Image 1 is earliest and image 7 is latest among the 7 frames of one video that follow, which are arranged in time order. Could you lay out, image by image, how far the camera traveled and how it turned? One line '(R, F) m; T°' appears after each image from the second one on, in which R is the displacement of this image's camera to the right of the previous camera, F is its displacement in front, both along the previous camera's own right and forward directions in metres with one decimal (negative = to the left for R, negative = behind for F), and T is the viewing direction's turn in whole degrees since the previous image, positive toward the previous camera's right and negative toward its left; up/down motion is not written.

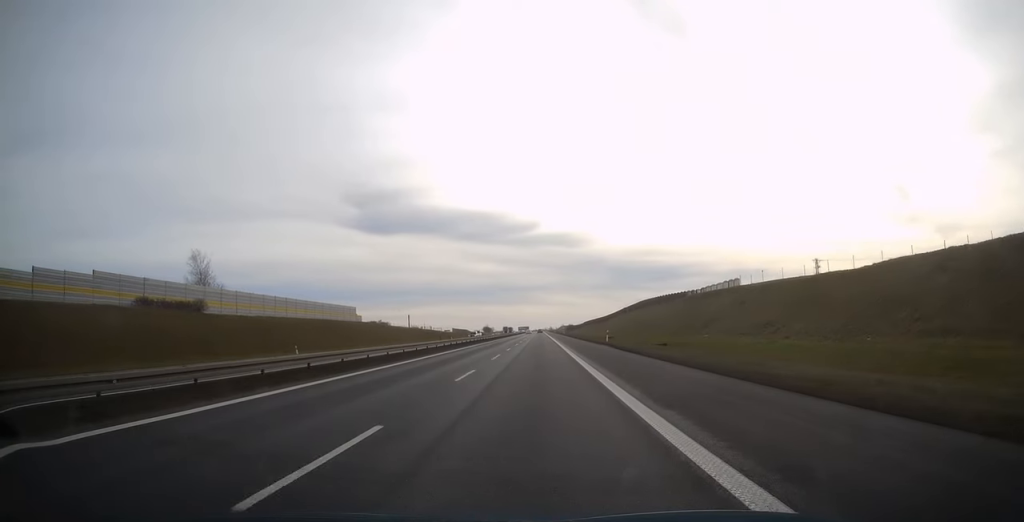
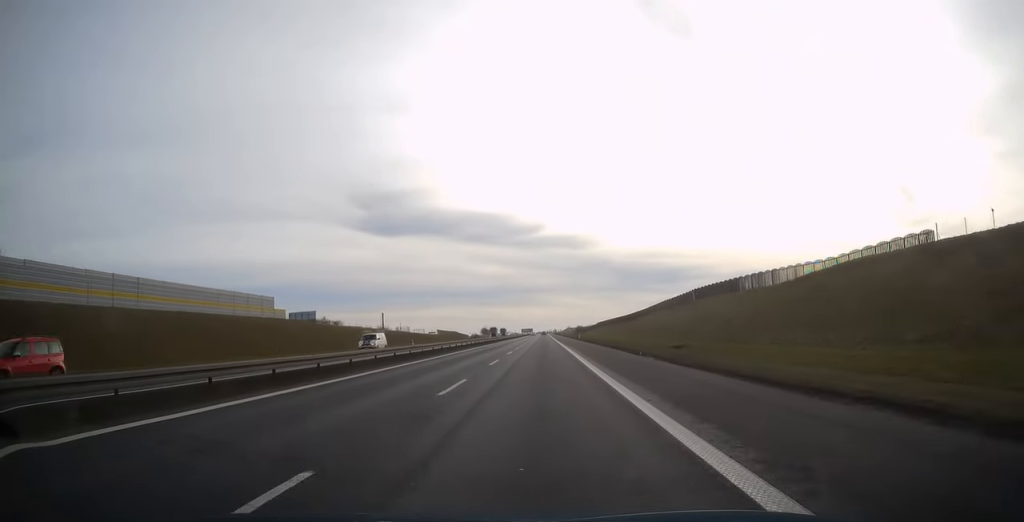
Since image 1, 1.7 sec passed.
(-0.9, +51.4) m; -1°
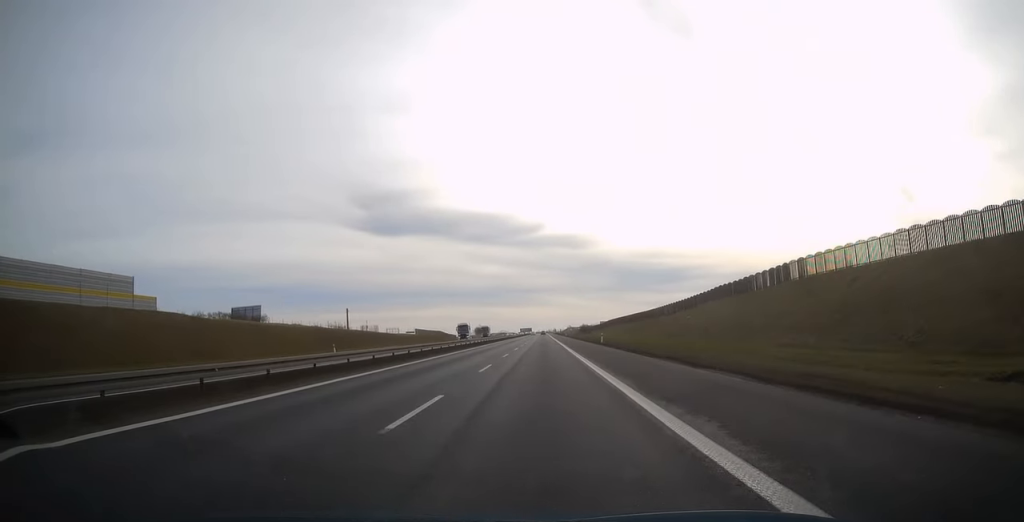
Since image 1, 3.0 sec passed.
(0.0, +40.4) m; +1°
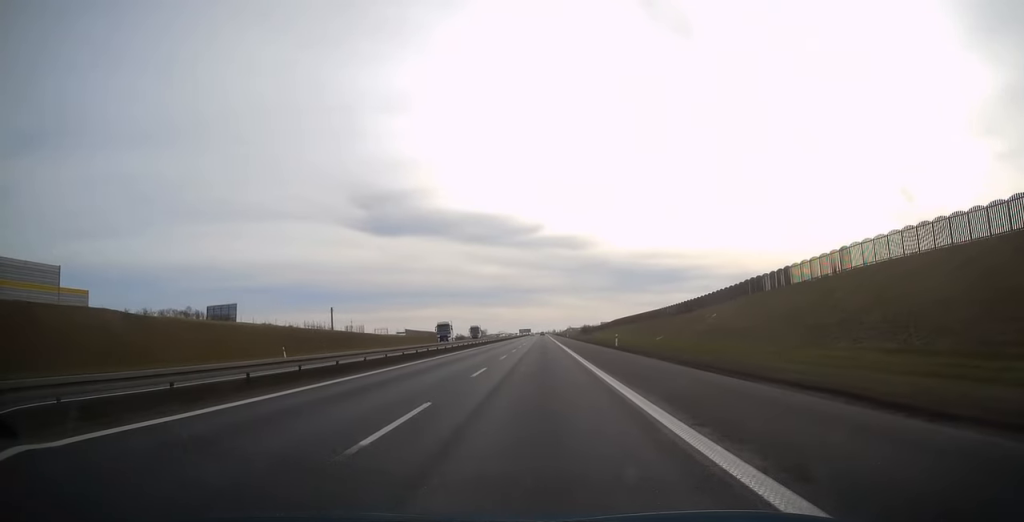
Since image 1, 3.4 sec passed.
(0.0, +13.3) m; 0°
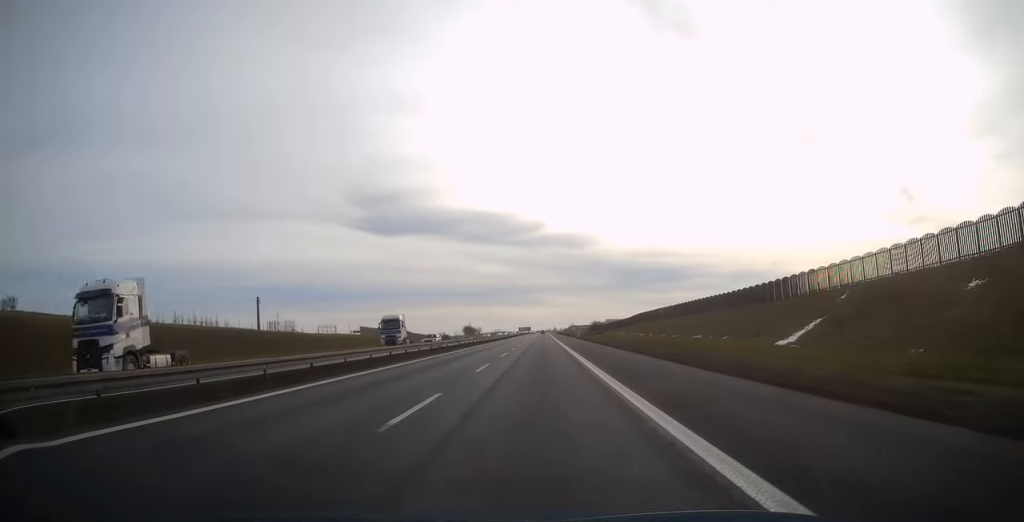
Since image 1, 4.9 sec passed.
(+0.1, +46.6) m; 0°
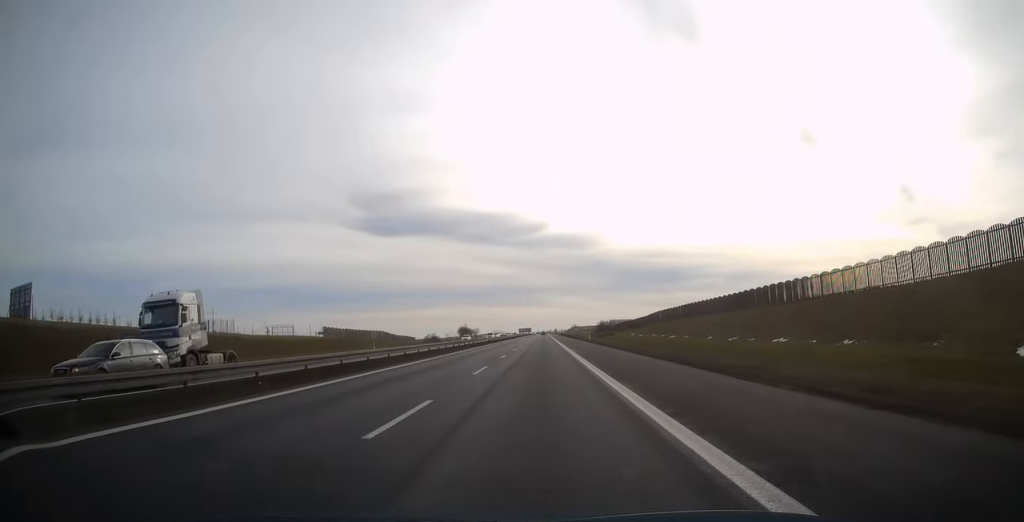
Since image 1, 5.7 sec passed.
(0.0, +24.6) m; 0°
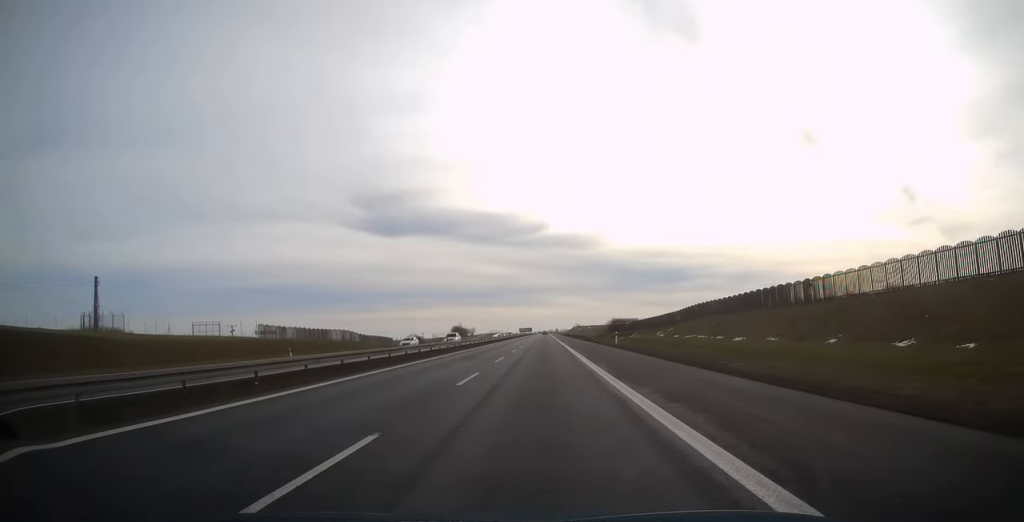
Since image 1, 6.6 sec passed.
(-0.1, +28.1) m; 0°
